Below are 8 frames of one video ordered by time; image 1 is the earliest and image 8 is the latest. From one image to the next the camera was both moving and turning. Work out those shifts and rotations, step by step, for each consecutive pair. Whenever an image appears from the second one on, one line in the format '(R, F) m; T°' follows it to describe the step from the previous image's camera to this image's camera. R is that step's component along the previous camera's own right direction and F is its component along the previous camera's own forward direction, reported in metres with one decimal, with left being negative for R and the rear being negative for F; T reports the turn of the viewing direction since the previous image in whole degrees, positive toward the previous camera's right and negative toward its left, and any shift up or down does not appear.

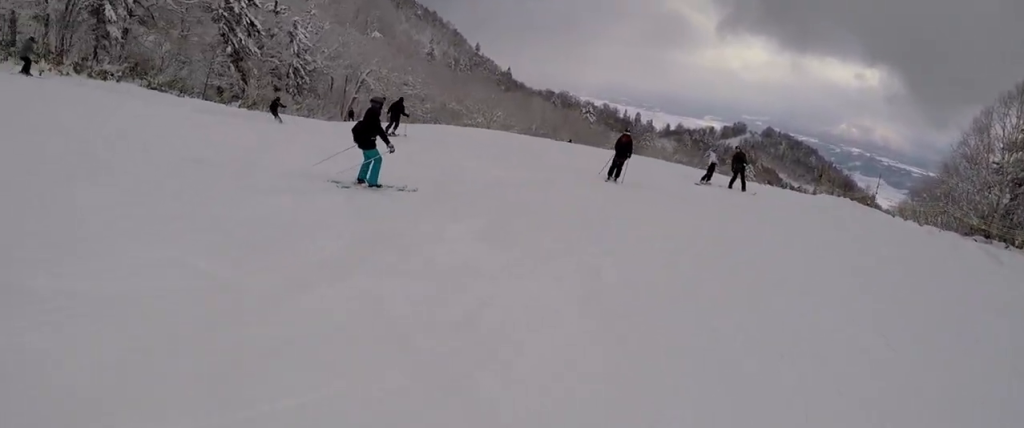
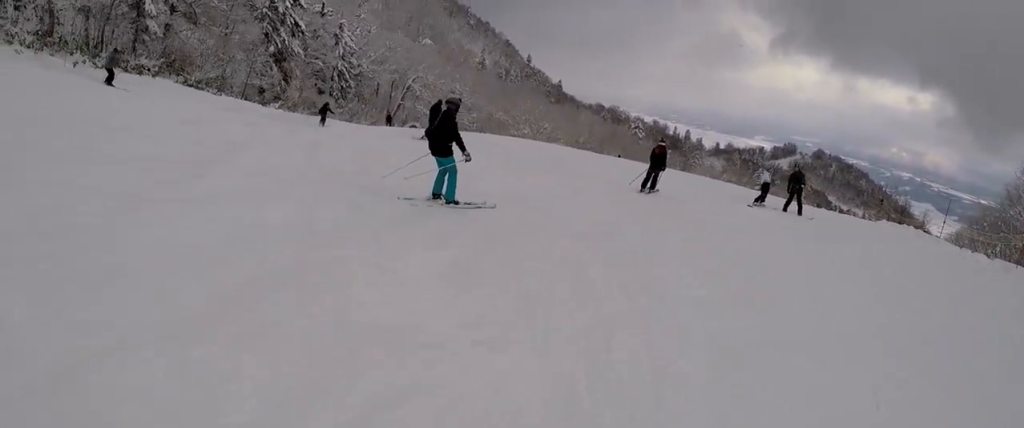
(0.0, +1.8) m; -8°
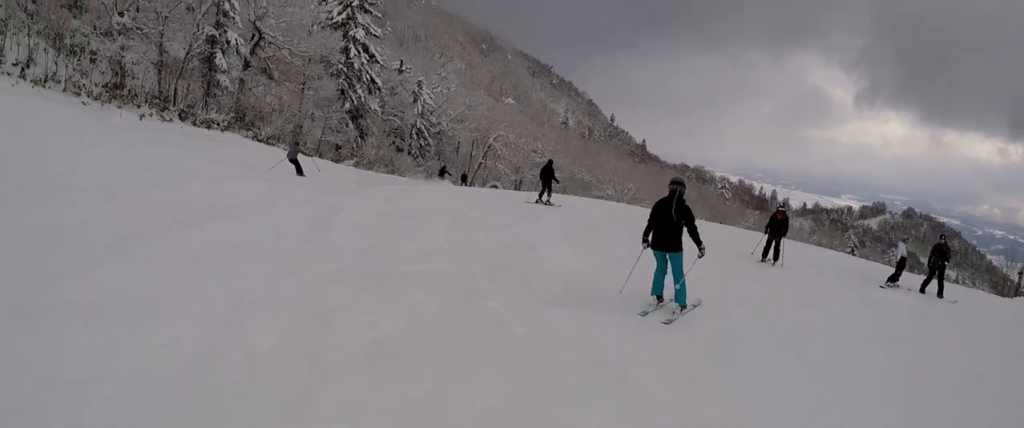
(-0.1, +2.8) m; -27°
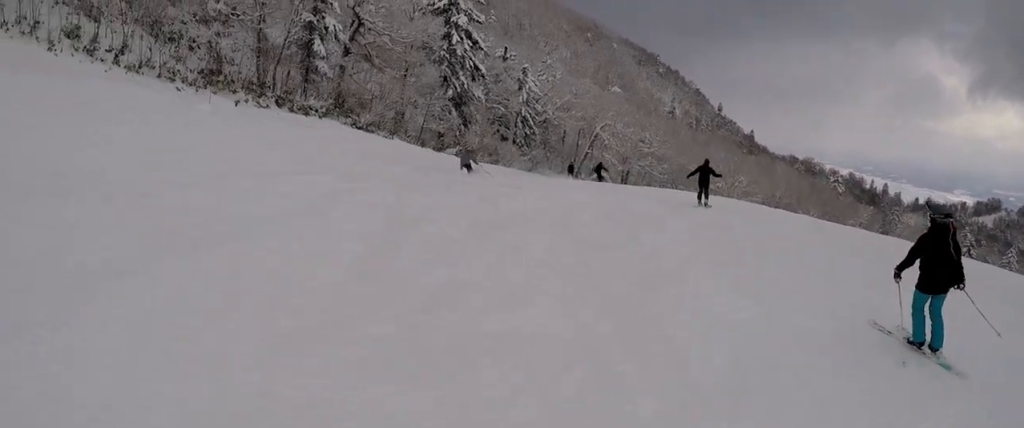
(-0.5, +1.6) m; -16°
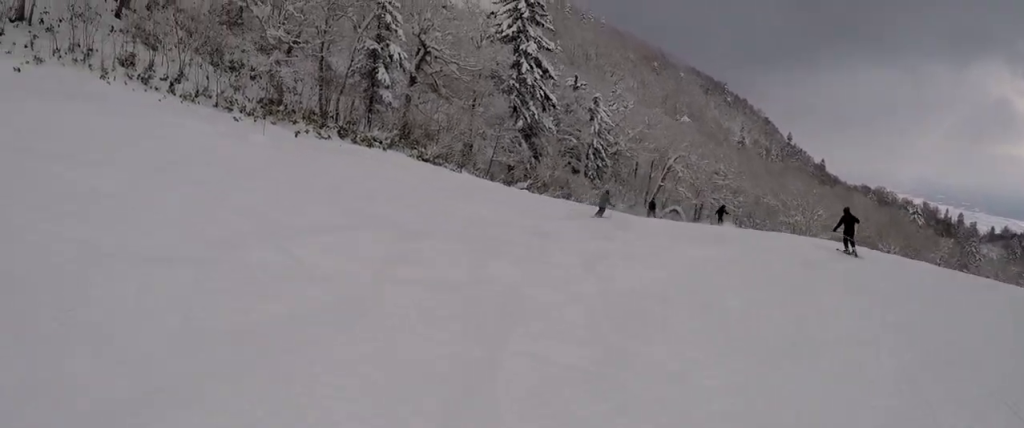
(-1.3, +2.4) m; -15°
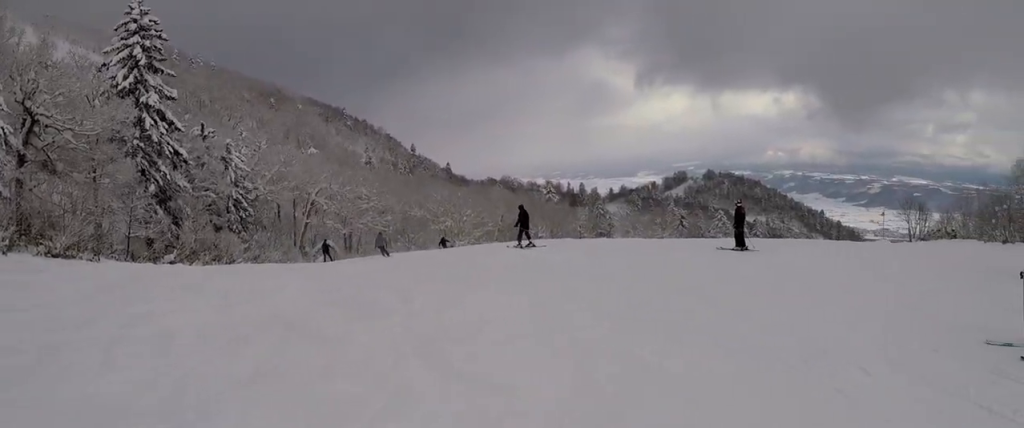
(+0.9, +3.9) m; +15°
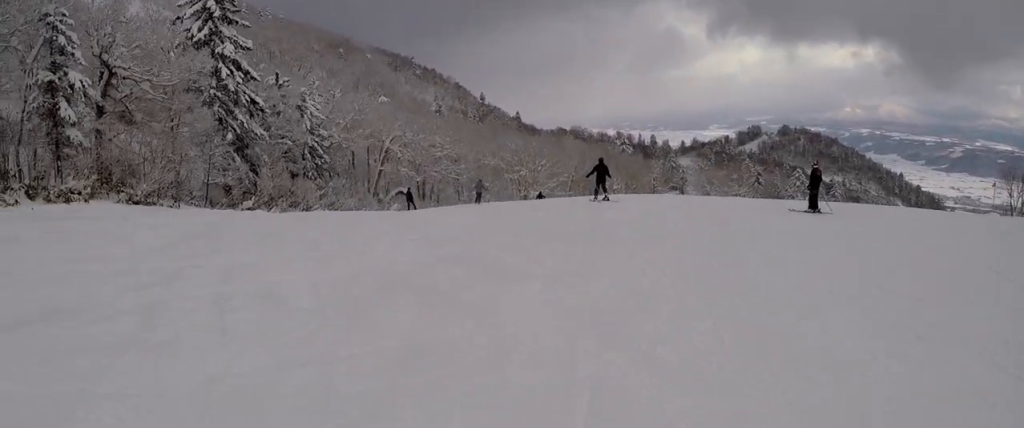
(0.0, +1.8) m; +3°
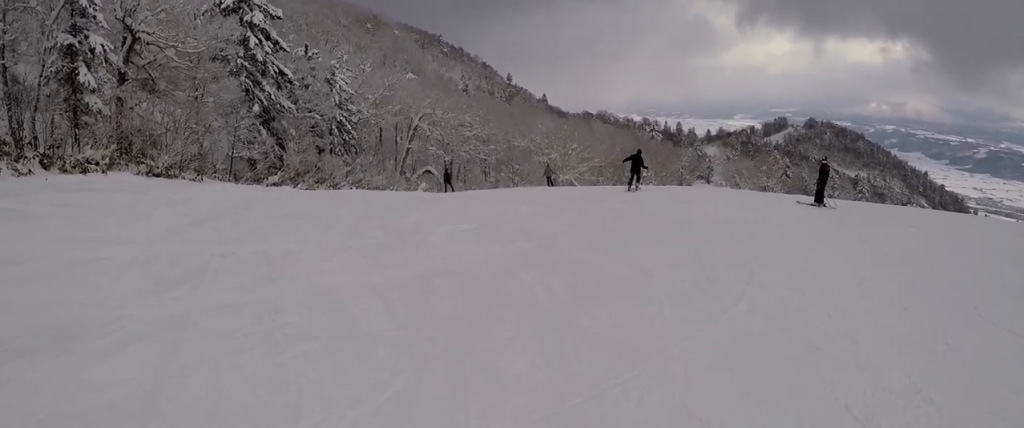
(+0.1, +2.6) m; +11°
